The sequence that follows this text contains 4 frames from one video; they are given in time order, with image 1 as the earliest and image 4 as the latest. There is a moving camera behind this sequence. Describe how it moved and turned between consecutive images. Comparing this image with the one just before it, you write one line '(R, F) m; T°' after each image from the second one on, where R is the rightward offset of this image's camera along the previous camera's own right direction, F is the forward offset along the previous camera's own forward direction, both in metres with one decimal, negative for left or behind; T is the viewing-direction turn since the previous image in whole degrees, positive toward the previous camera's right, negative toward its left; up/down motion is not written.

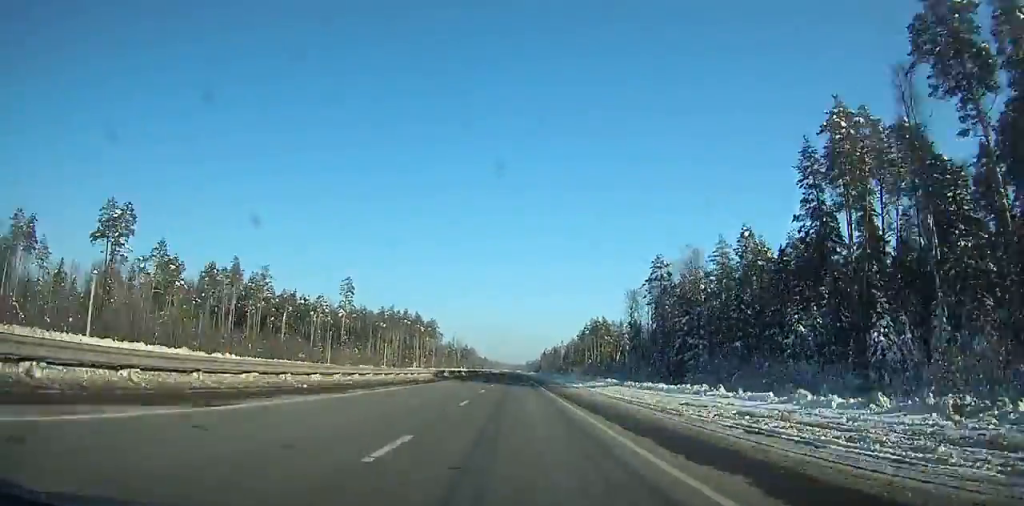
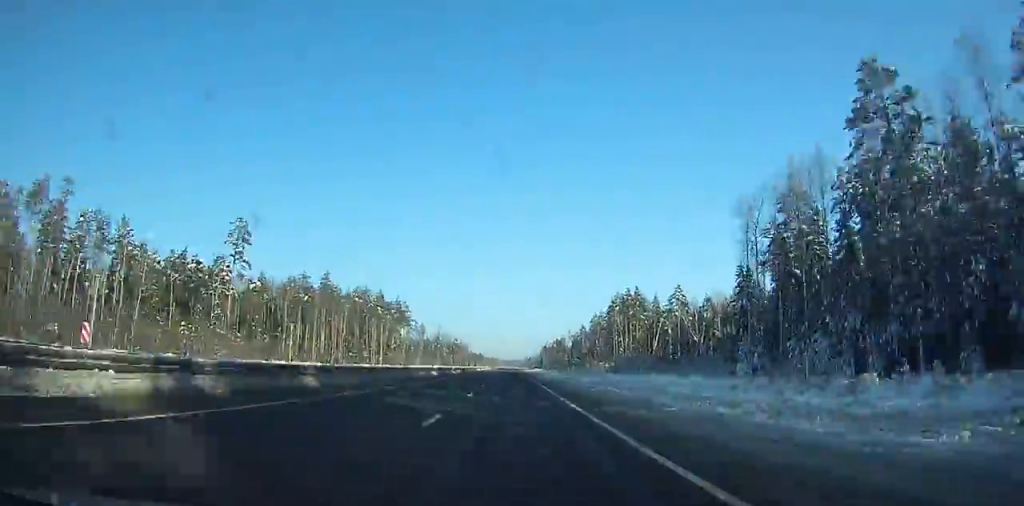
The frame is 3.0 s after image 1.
(+0.6, +72.1) m; +1°
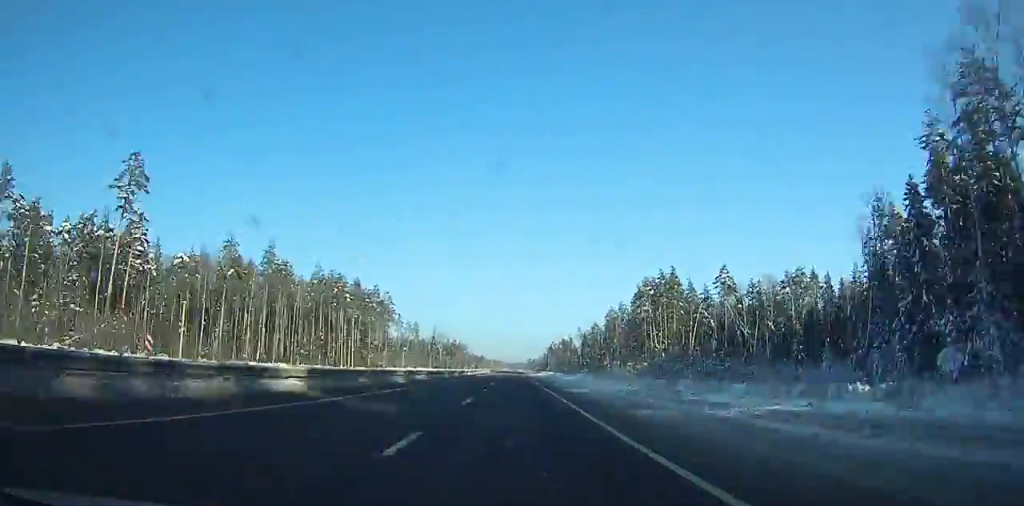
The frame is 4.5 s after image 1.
(+0.4, +37.1) m; 0°
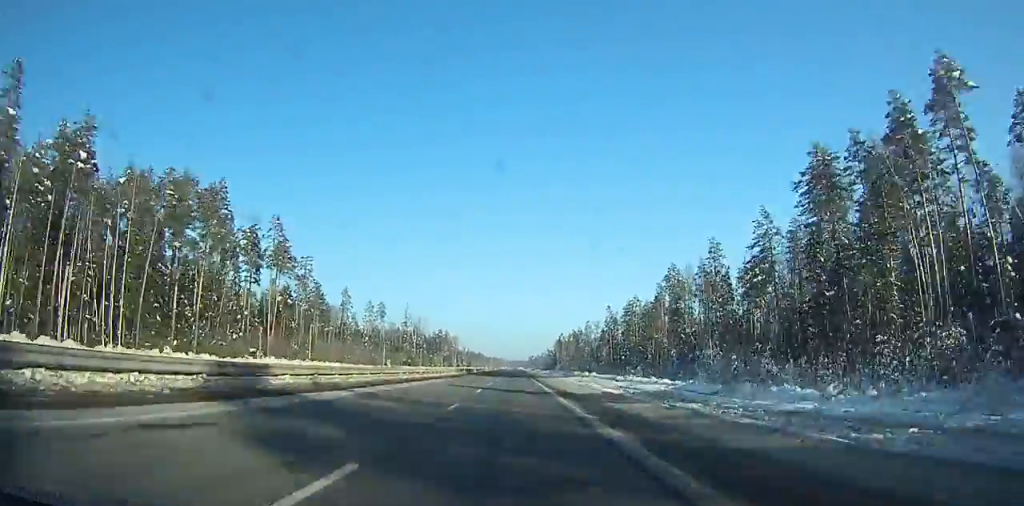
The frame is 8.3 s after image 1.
(-1.4, +100.3) m; -2°
